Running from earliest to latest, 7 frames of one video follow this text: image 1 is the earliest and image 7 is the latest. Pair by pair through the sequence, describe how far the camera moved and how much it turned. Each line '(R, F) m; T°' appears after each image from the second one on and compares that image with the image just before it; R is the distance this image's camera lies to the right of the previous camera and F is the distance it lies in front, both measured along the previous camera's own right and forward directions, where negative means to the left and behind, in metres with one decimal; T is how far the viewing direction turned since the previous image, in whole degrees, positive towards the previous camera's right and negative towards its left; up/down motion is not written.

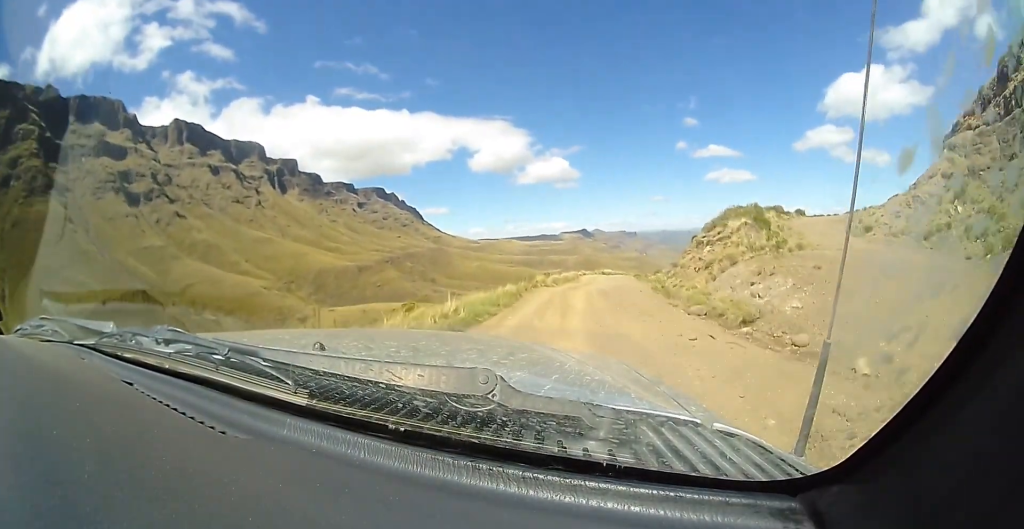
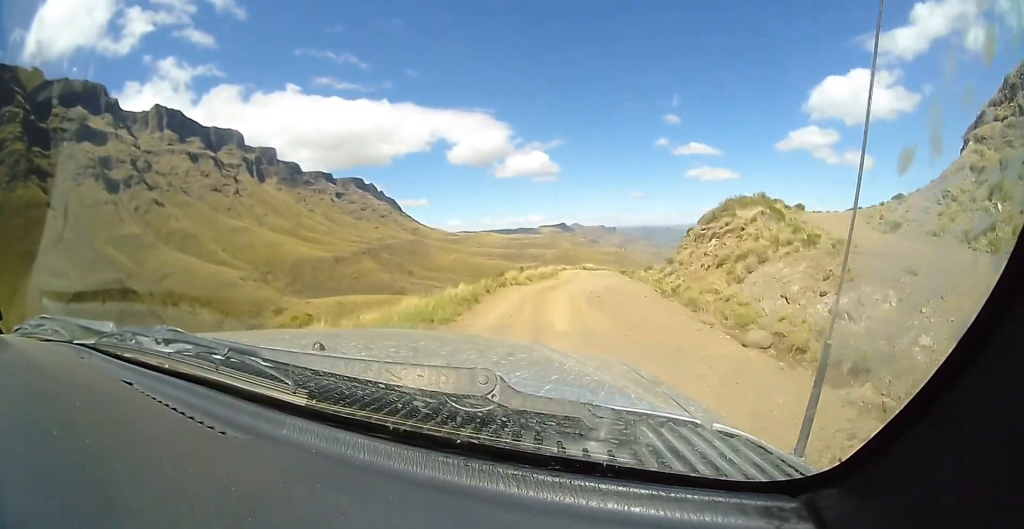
(+0.1, +4.7) m; +2°
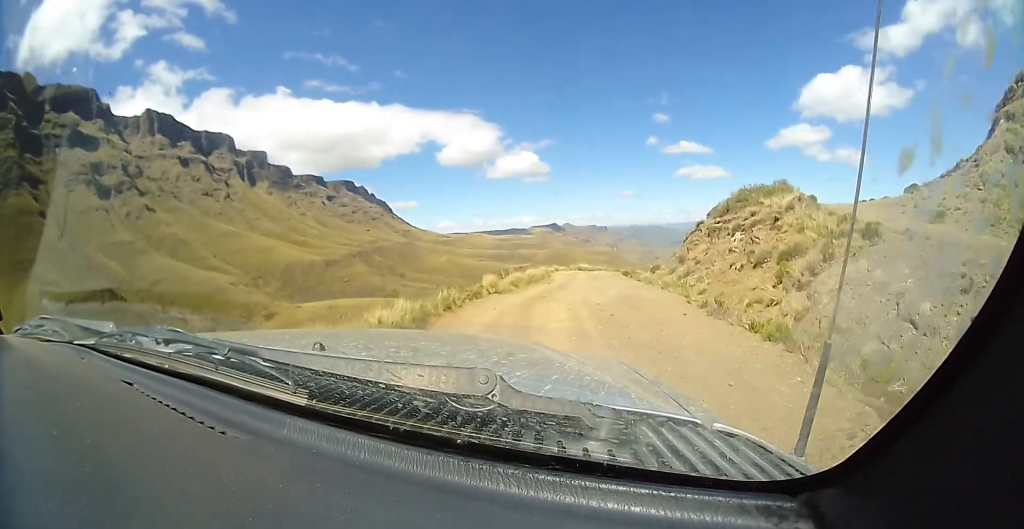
(0.0, +4.6) m; +2°
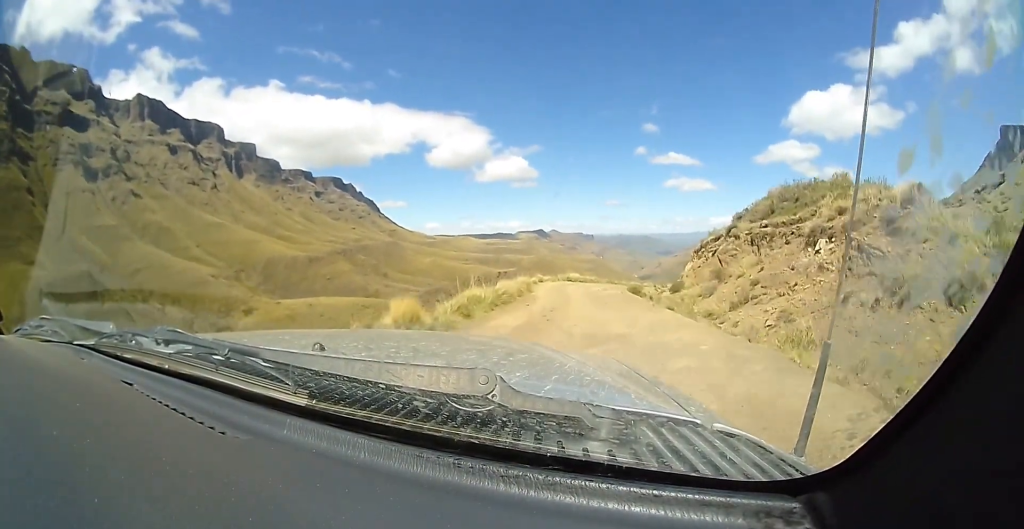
(+0.3, +9.2) m; +3°
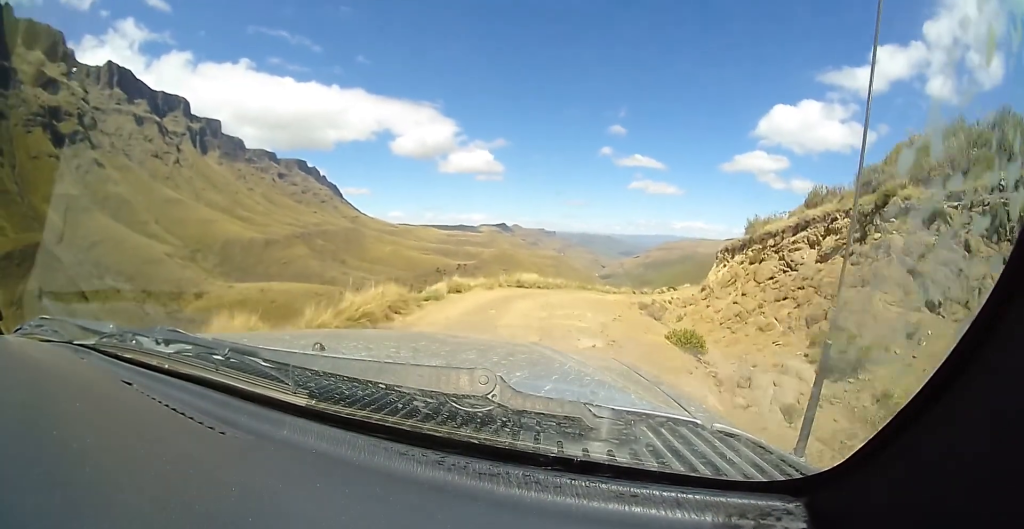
(+0.1, +13.7) m; -4°
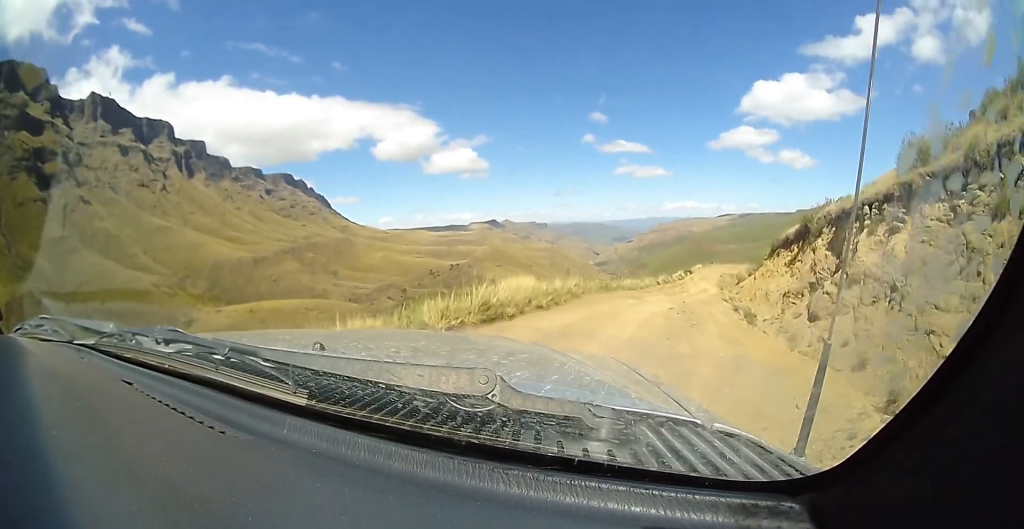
(-0.1, +9.4) m; +9°
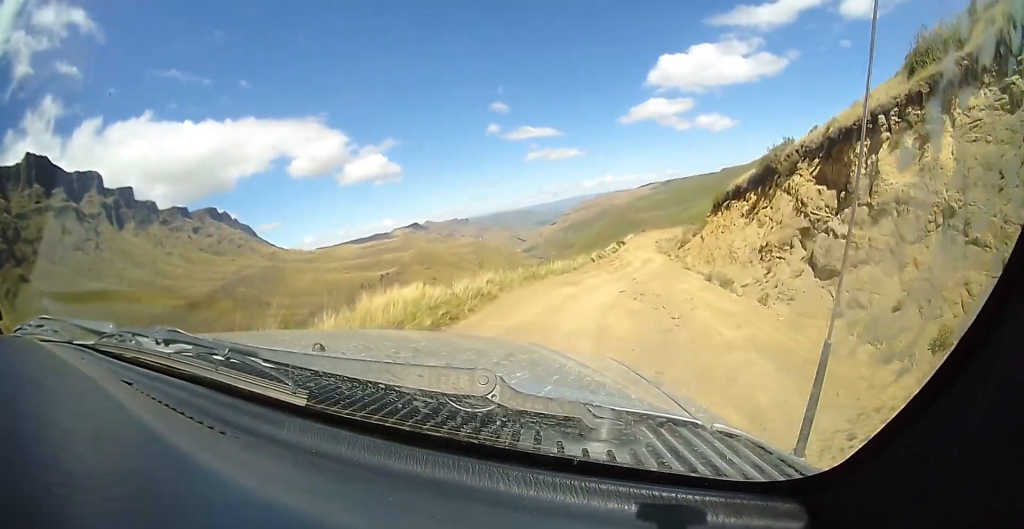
(+0.5, +4.0) m; +10°
